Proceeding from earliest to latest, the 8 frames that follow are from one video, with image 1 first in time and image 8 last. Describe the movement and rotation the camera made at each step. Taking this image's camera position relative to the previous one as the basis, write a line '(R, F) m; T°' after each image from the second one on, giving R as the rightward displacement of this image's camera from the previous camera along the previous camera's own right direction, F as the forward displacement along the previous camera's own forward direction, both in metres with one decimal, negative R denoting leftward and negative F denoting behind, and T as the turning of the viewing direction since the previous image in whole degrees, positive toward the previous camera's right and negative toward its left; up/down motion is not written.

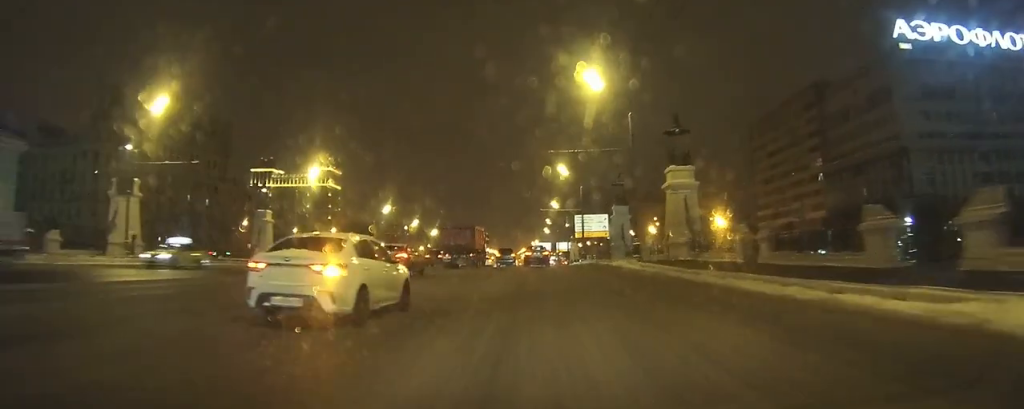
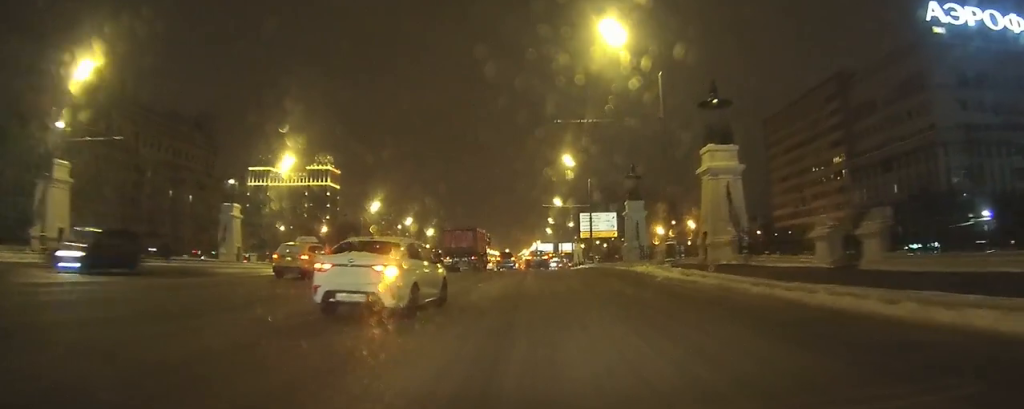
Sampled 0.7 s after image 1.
(0.0, +9.8) m; 0°
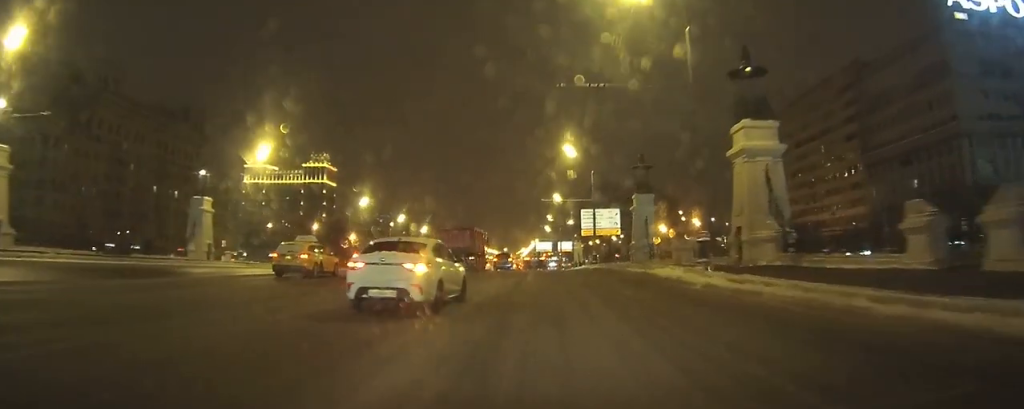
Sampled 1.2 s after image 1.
(0.0, +6.6) m; 0°
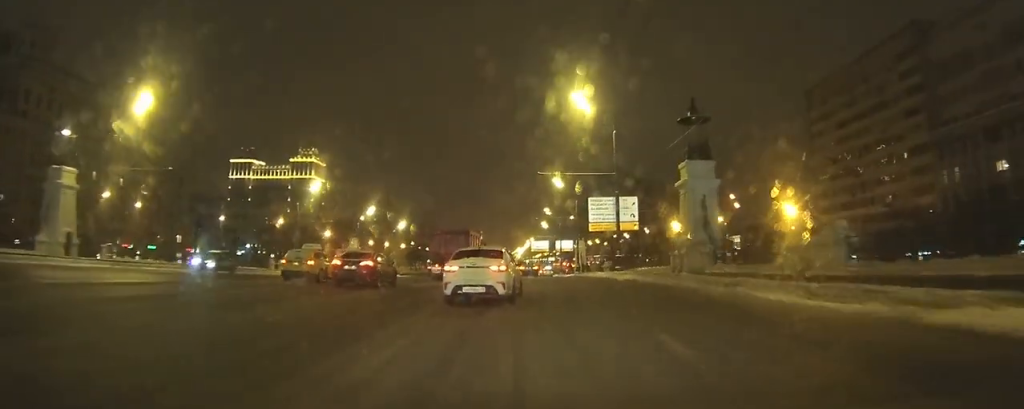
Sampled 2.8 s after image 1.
(-0.2, +22.8) m; -1°
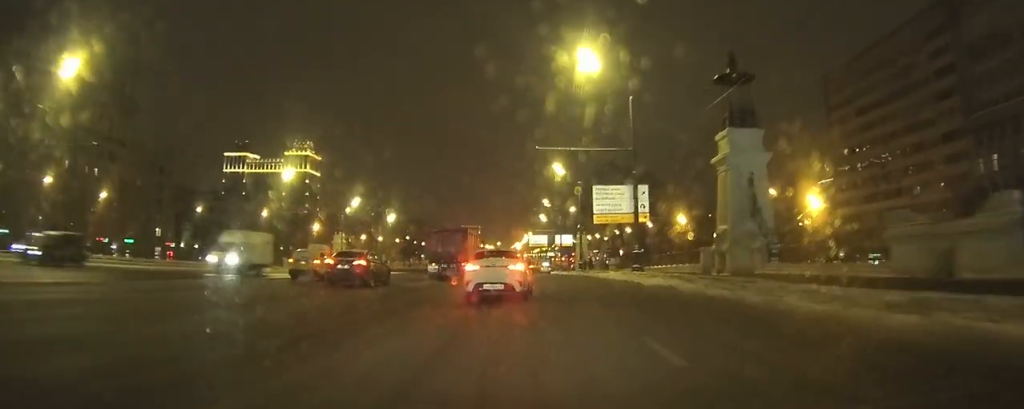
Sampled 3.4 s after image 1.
(0.0, +8.2) m; 0°
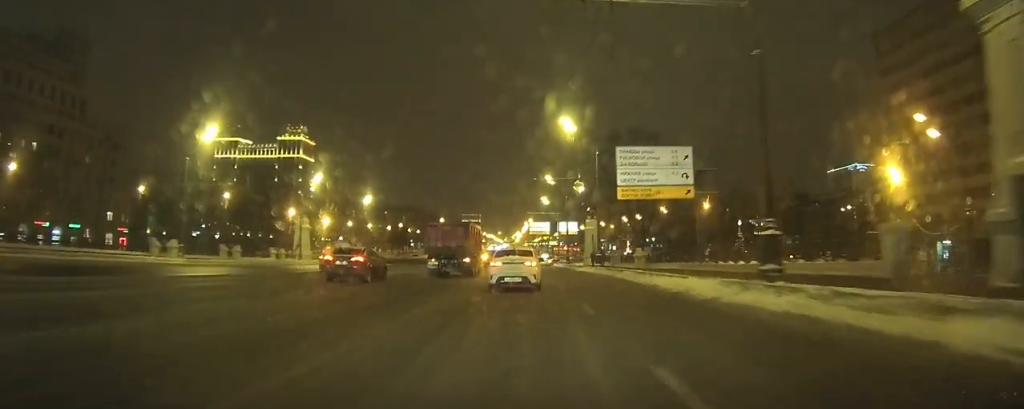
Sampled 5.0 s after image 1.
(-0.1, +16.3) m; -1°
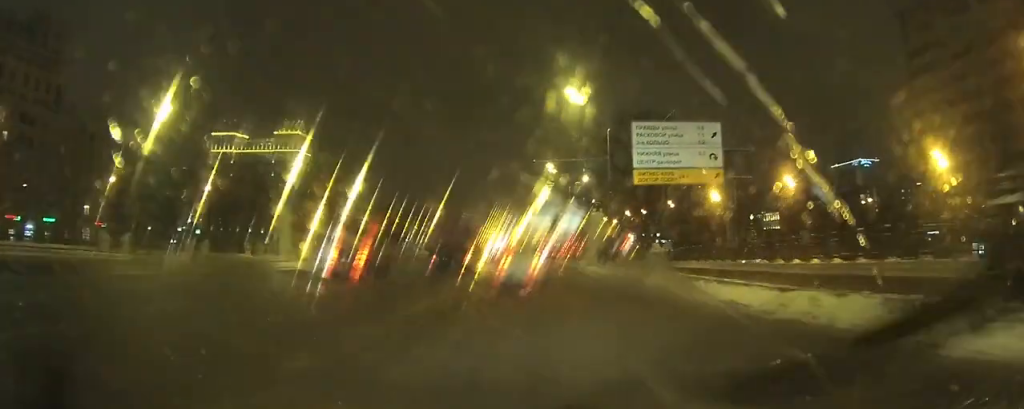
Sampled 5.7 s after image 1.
(0.0, +6.6) m; +1°
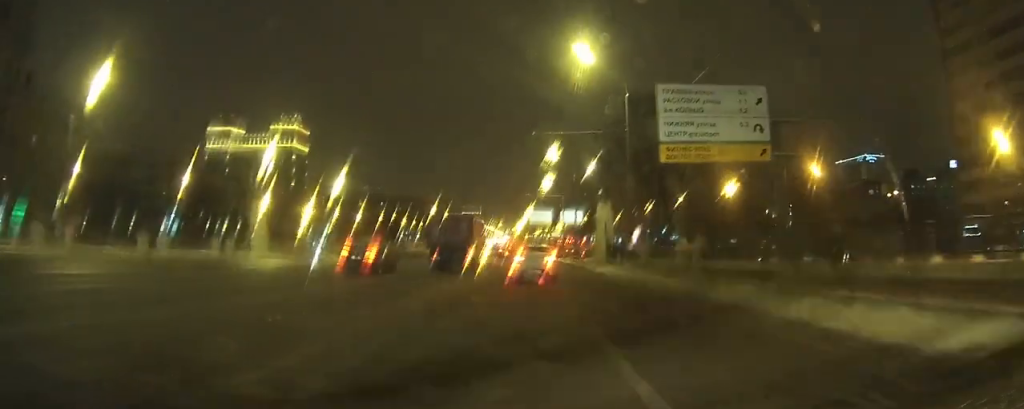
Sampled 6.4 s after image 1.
(+0.1, +7.3) m; +1°
